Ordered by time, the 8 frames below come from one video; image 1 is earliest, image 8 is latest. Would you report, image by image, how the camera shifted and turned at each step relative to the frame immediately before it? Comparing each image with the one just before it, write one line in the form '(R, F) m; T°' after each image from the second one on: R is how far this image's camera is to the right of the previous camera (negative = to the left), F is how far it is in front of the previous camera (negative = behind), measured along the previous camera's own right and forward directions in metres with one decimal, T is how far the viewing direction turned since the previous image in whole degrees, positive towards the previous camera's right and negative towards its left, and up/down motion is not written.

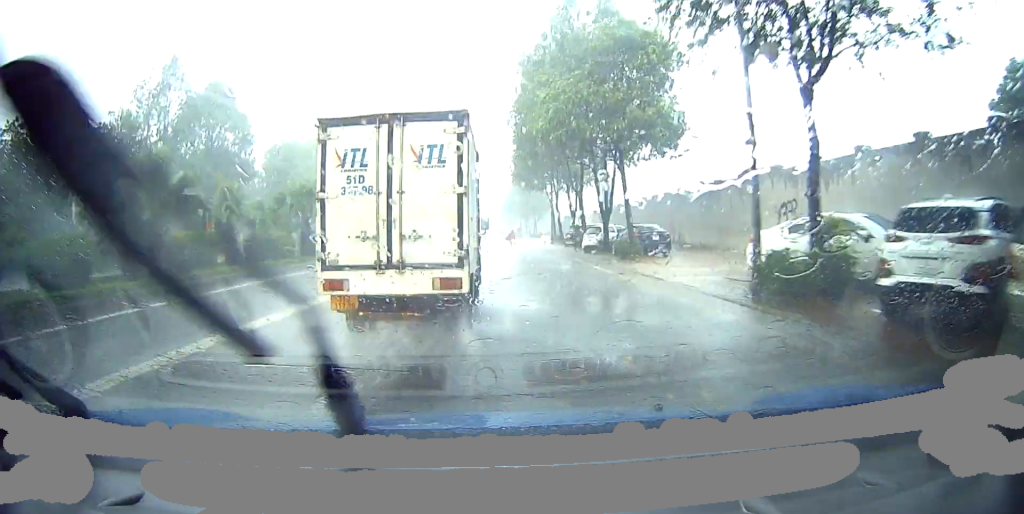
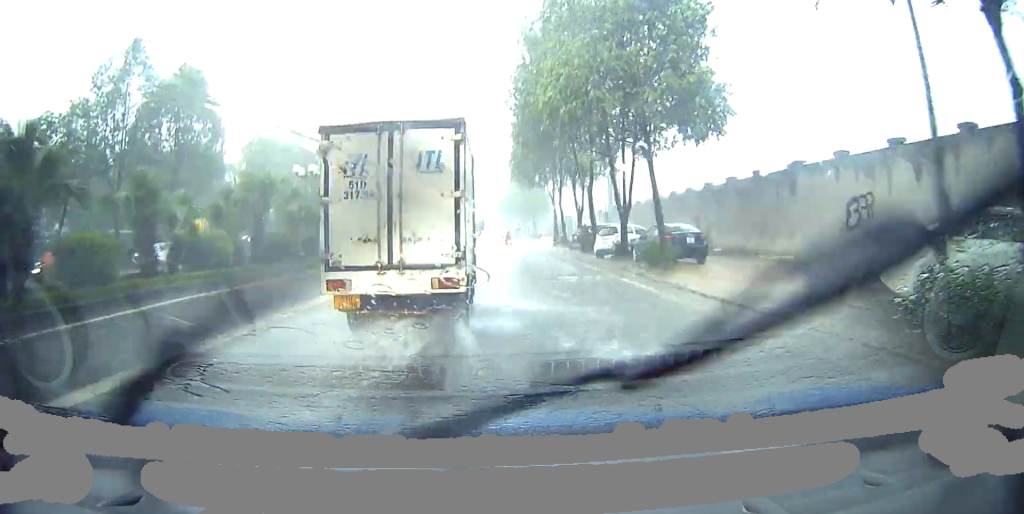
(-0.2, +7.7) m; -3°
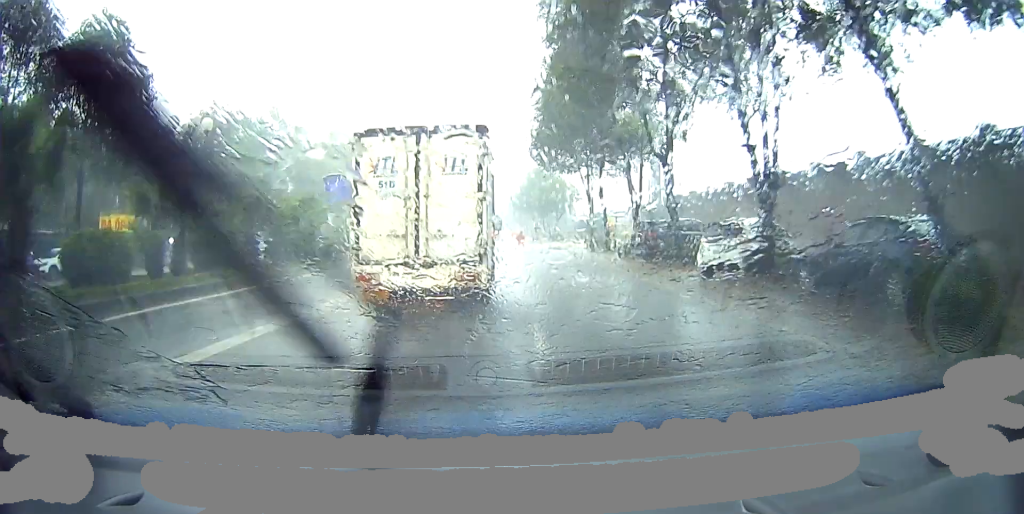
(-0.5, +18.4) m; -1°
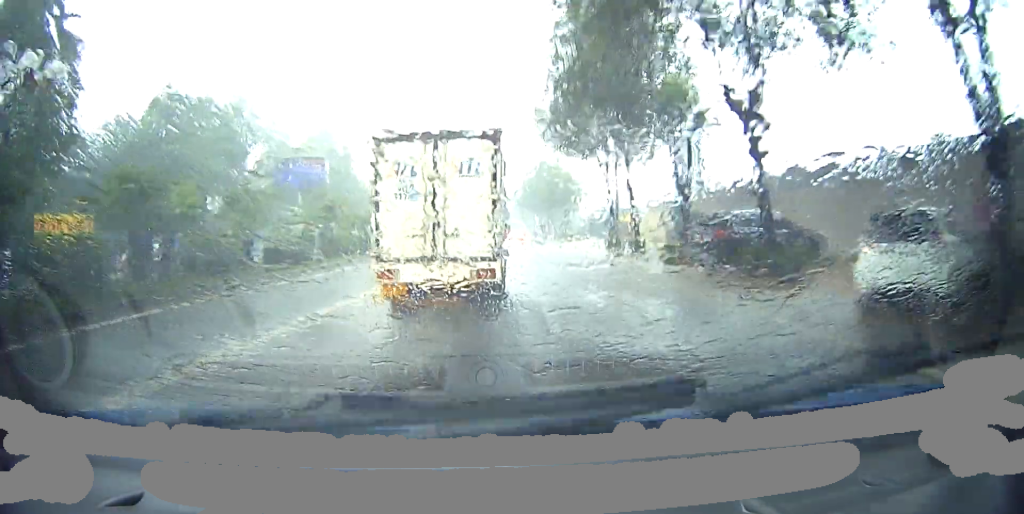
(+0.1, +9.3) m; +1°
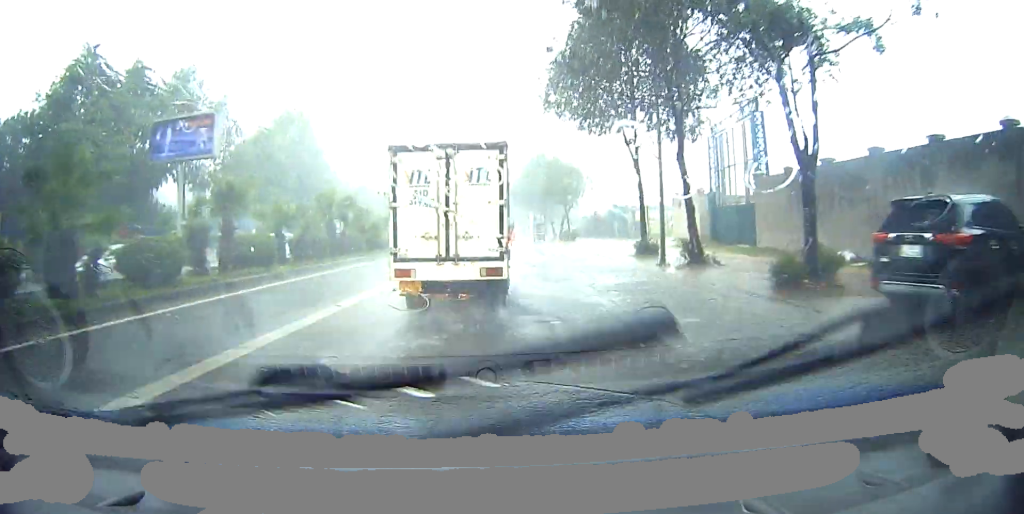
(+0.2, +9.9) m; +2°
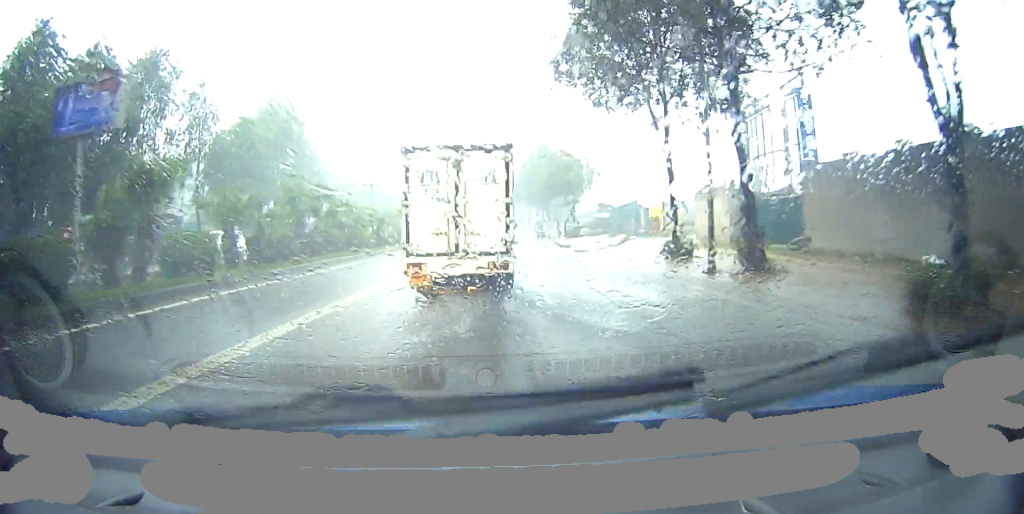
(0.0, +4.4) m; 0°
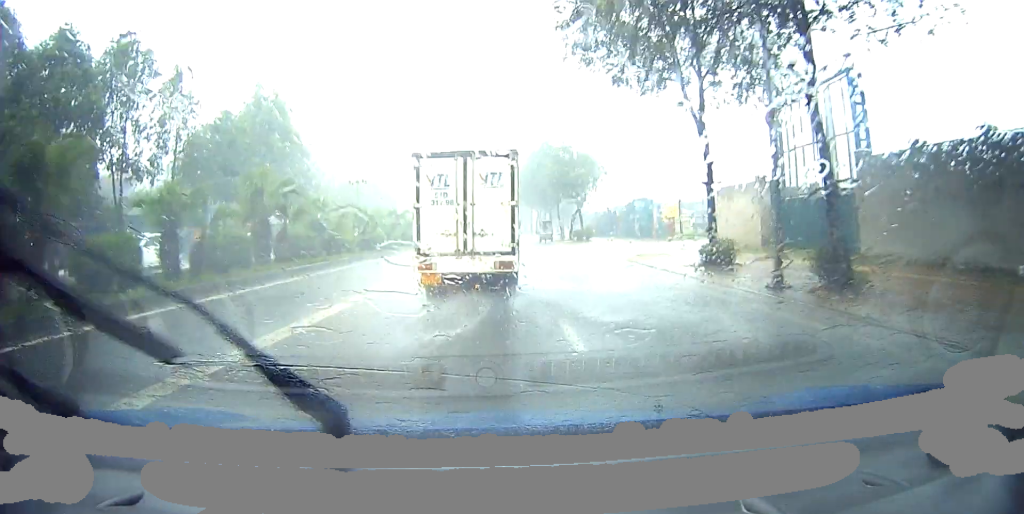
(0.0, +3.4) m; 0°
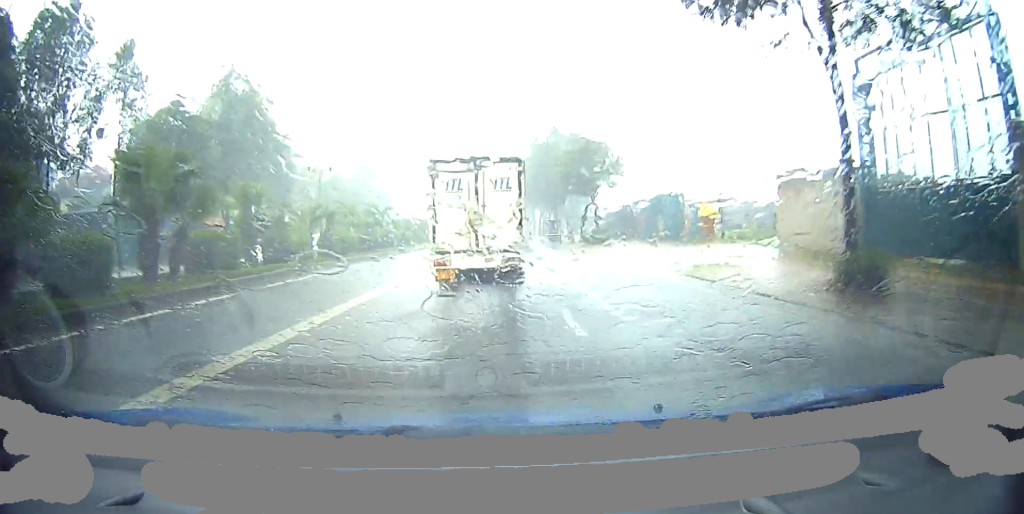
(0.0, +7.3) m; 0°
